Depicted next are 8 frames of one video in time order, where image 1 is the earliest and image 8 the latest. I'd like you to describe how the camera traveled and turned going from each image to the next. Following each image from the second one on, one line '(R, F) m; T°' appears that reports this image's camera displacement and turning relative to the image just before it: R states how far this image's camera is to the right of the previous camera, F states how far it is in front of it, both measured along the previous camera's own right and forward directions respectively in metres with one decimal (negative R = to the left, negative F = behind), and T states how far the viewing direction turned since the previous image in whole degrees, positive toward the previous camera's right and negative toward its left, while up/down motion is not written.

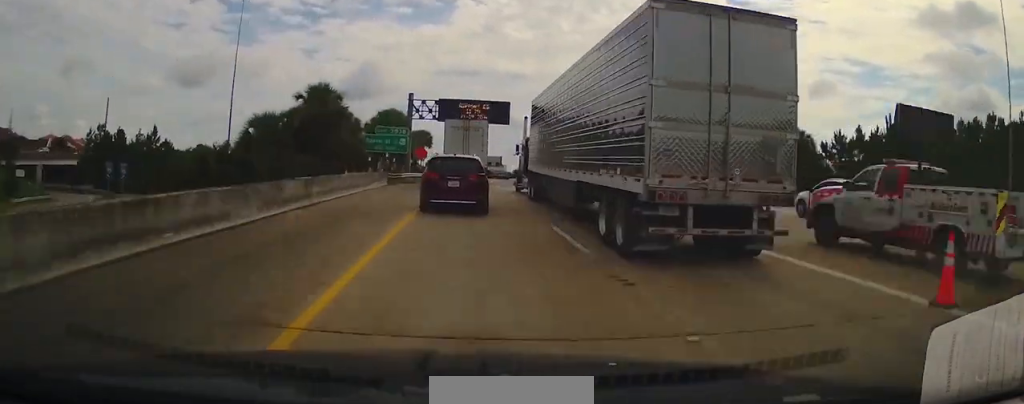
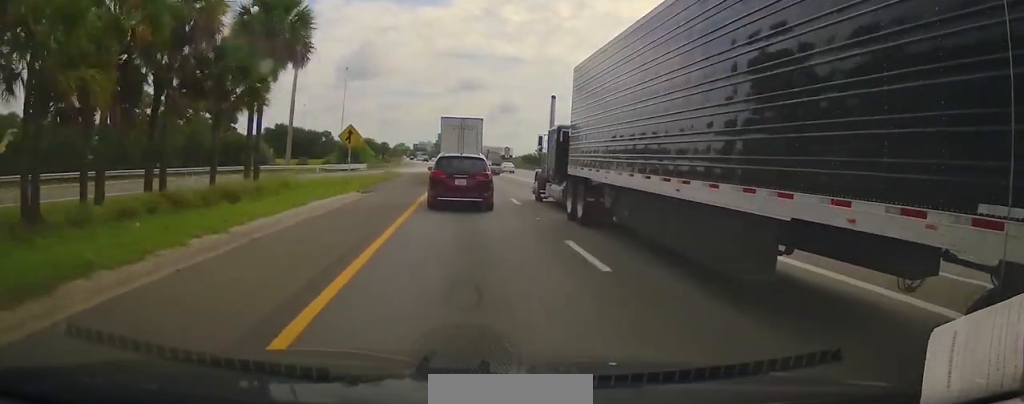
(-0.2, +81.7) m; -2°
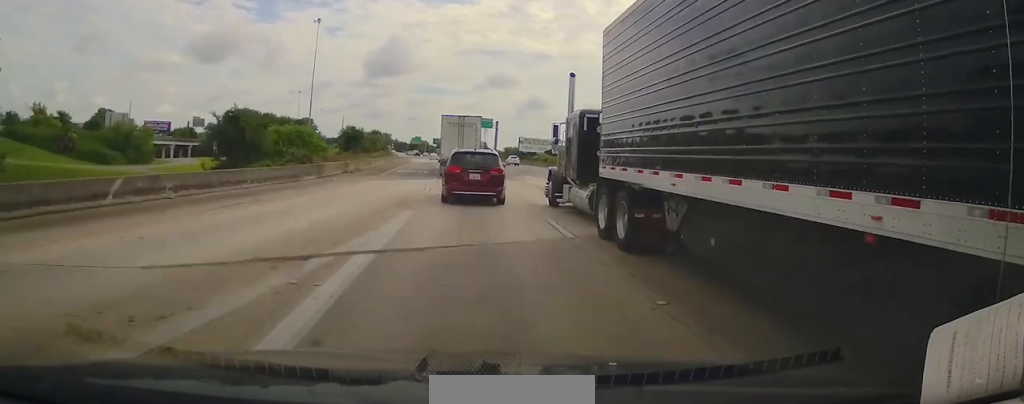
(-1.9, +72.9) m; -3°
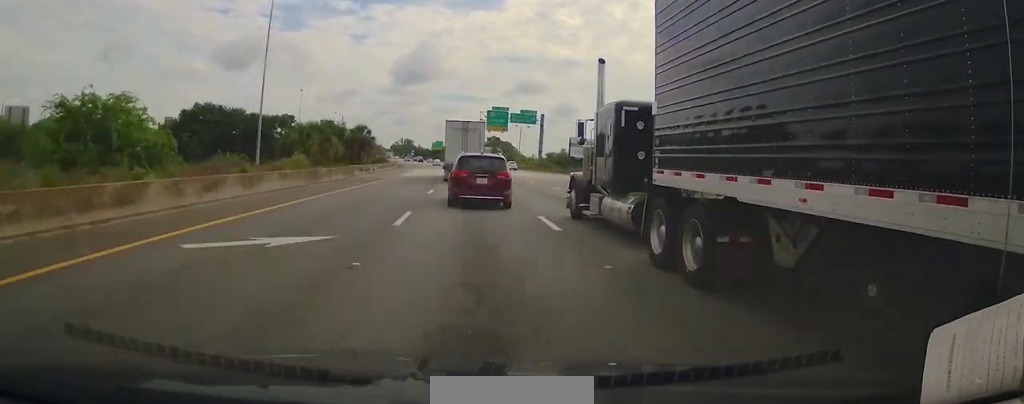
(-1.1, +48.2) m; -2°
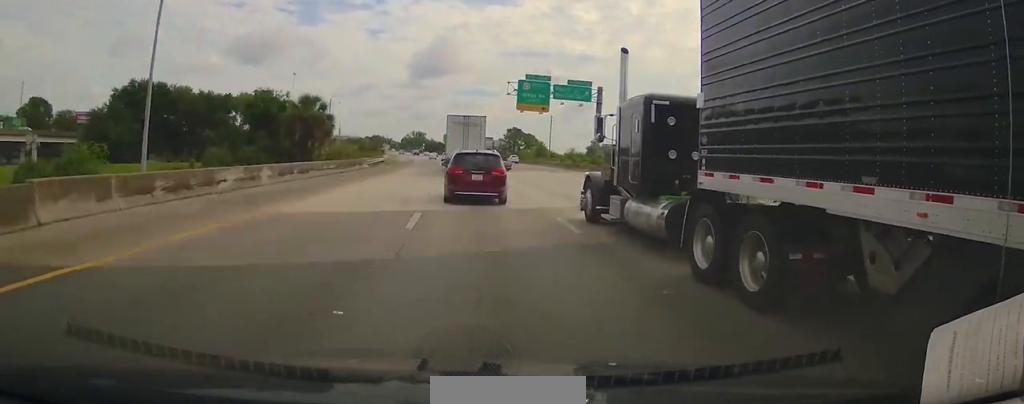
(-0.3, +38.0) m; -2°
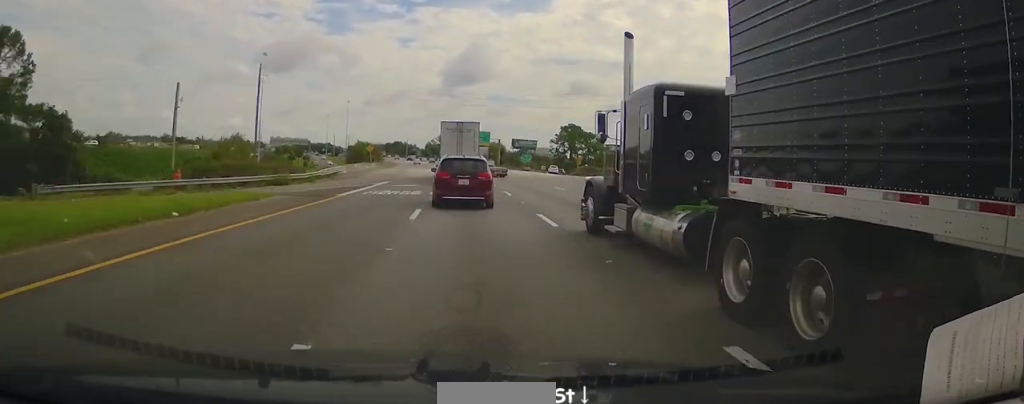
(-2.6, +73.3) m; -3°
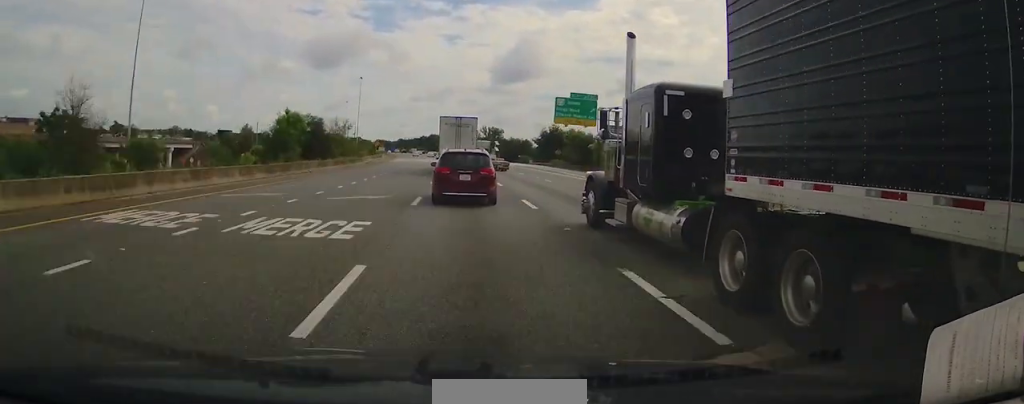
(-3.3, +96.3) m; -5°
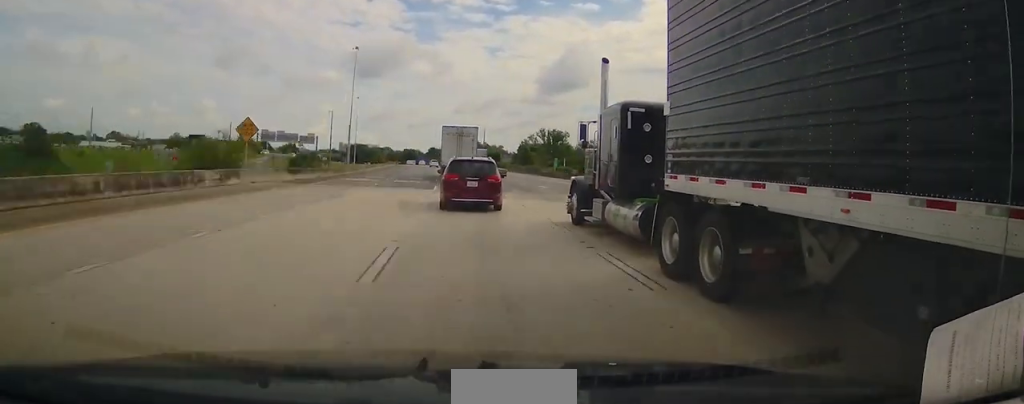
(-4.3, +97.6) m; -5°
